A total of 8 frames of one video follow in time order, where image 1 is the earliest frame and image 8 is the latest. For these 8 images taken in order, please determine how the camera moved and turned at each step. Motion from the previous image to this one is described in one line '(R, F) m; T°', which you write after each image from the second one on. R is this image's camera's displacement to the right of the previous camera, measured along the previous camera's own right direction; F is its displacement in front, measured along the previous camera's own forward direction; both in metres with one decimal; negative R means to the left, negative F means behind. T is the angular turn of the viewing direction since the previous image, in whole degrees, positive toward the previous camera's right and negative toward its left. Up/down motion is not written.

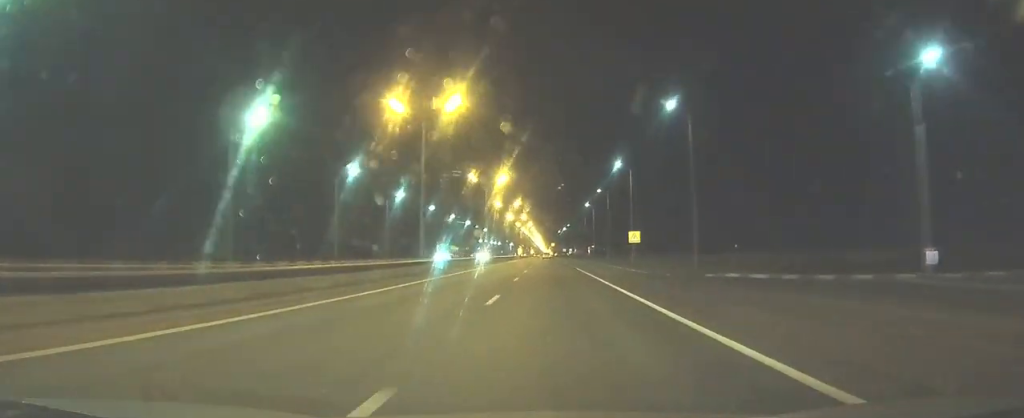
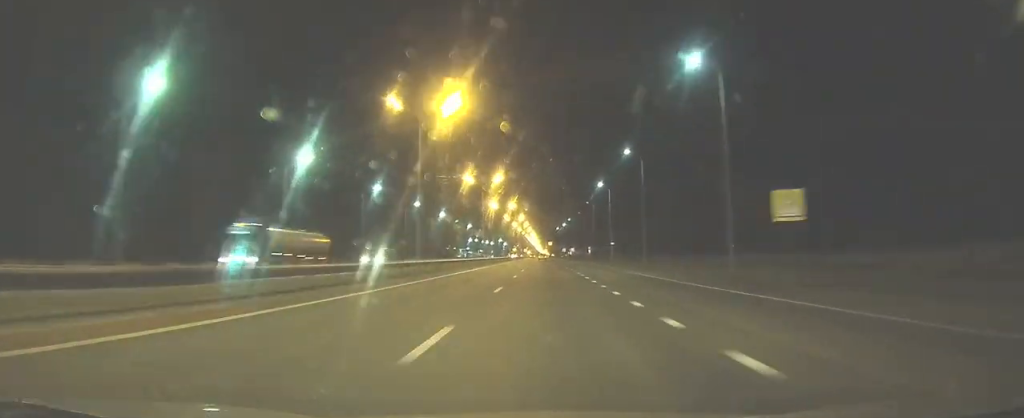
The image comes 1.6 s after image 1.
(0.0, +42.8) m; 0°
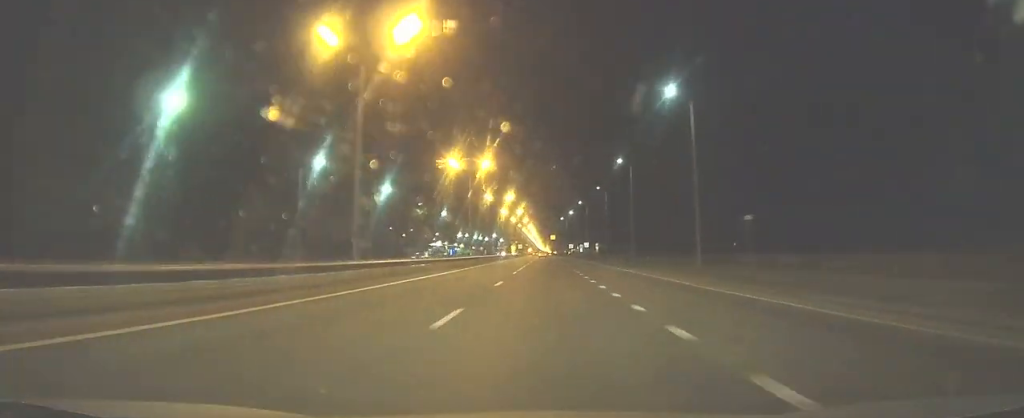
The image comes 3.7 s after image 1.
(+0.1, +55.7) m; 0°
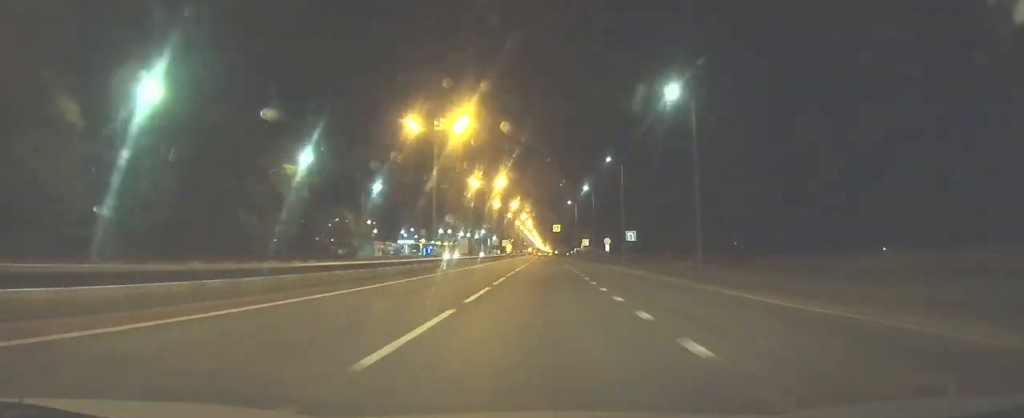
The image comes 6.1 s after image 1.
(+0.3, +63.2) m; +1°
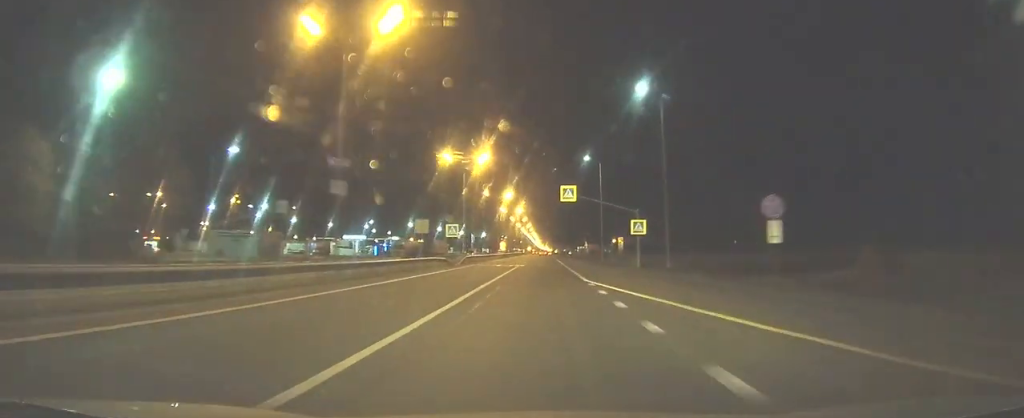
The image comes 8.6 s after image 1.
(+0.5, +64.8) m; 0°
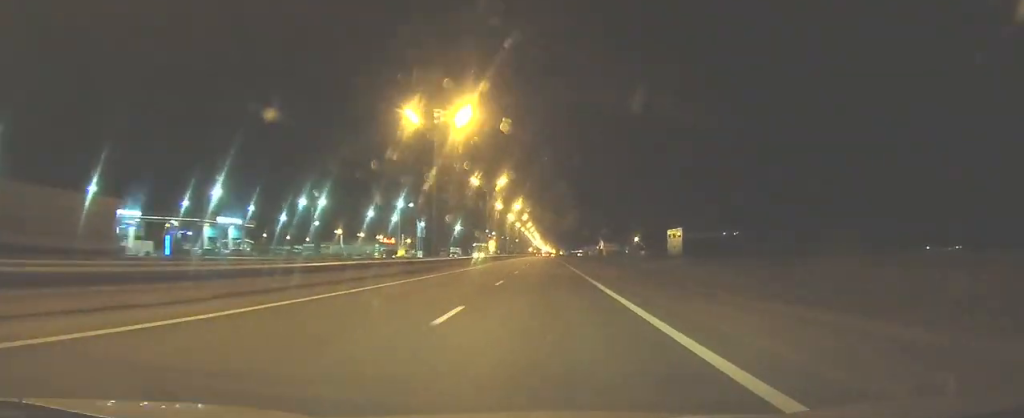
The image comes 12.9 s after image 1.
(+0.2, +109.5) m; 0°
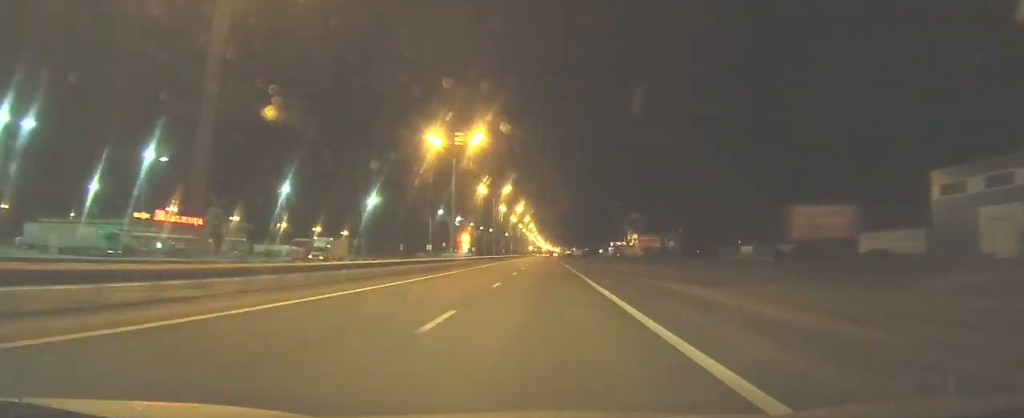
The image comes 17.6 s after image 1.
(+0.3, +119.6) m; 0°
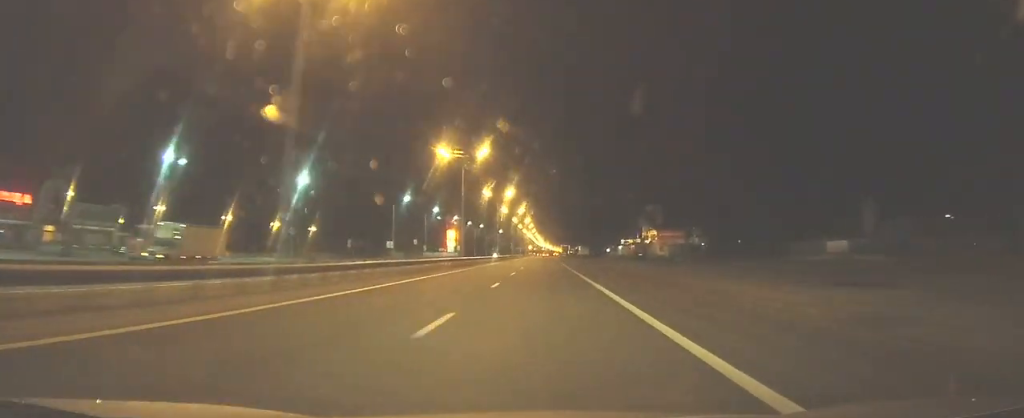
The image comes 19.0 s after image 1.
(-0.3, +36.0) m; 0°
